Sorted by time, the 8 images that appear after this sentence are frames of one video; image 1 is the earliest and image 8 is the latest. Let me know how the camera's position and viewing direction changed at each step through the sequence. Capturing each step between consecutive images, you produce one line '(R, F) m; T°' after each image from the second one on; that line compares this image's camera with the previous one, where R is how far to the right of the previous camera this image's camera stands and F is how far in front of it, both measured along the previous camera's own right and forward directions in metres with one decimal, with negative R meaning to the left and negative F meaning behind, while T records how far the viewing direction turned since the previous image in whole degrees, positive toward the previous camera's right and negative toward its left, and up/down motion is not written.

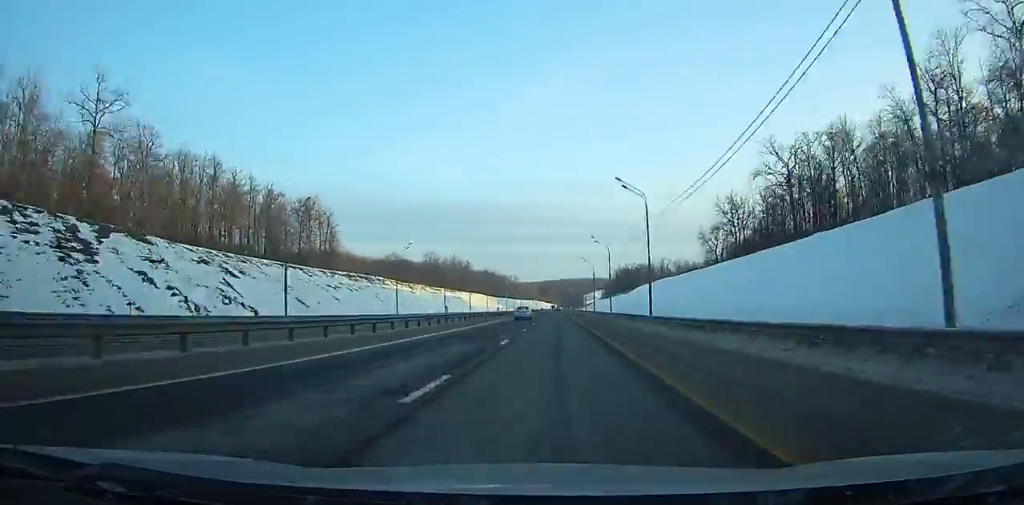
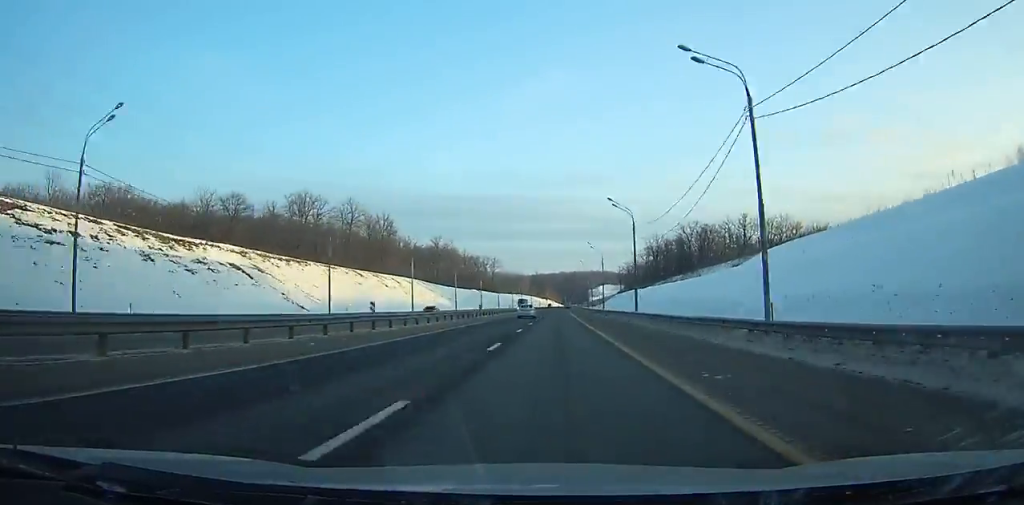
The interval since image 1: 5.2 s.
(-0.4, +170.6) m; 0°
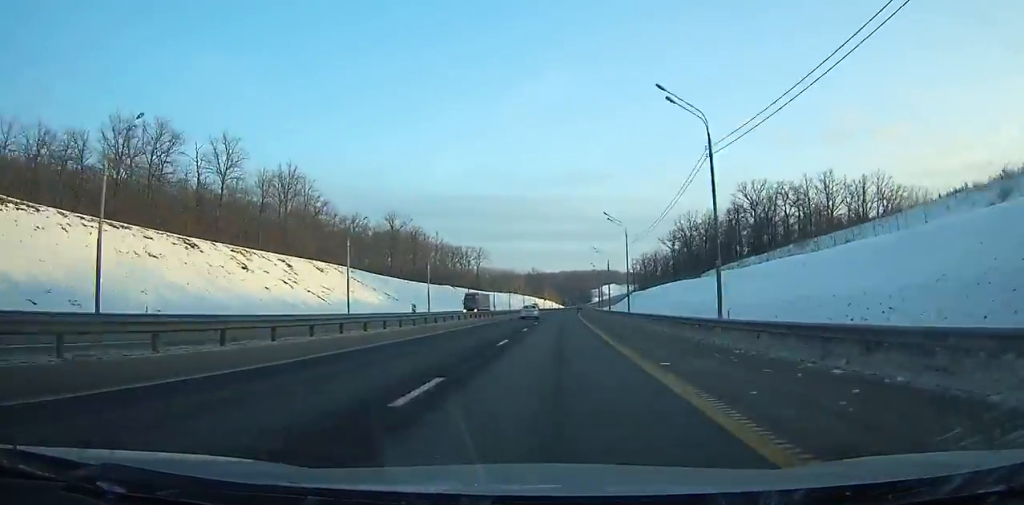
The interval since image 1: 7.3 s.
(+0.1, +69.6) m; +1°
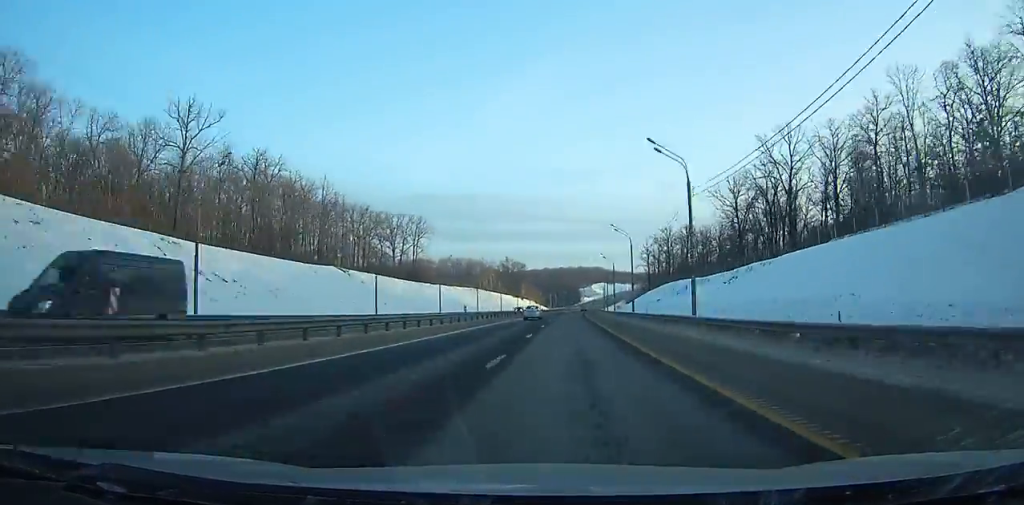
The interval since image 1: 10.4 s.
(+1.1, +103.8) m; +2°
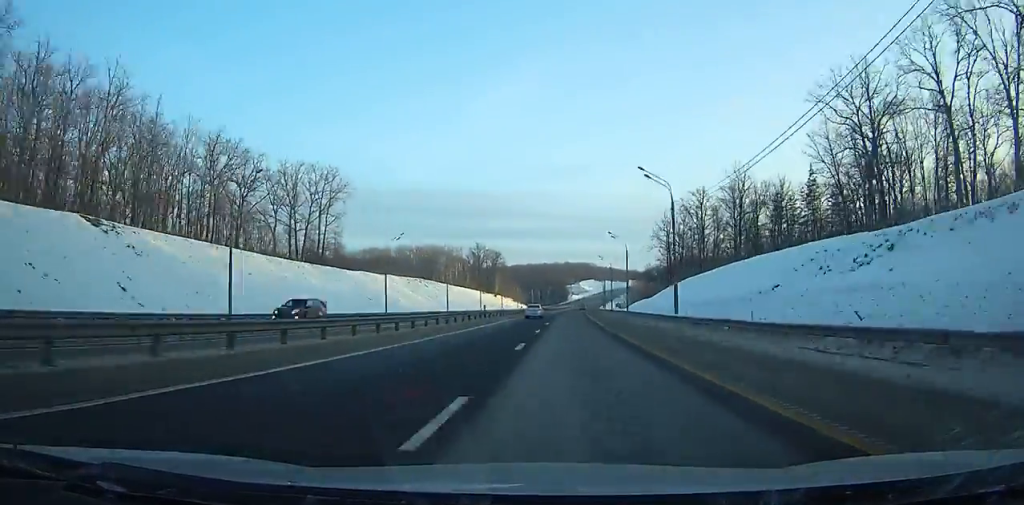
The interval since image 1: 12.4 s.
(+0.8, +67.7) m; +1°
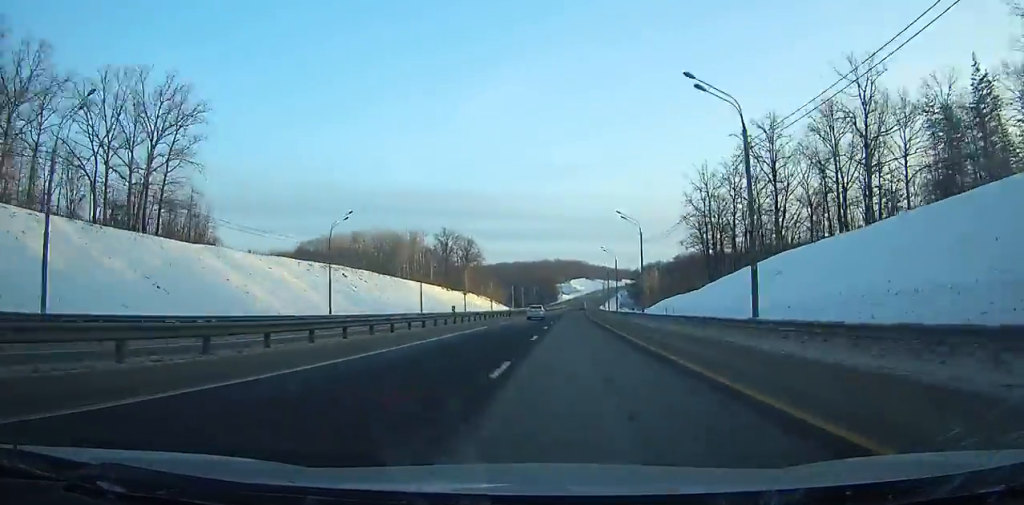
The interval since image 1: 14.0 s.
(+0.4, +54.7) m; +1°
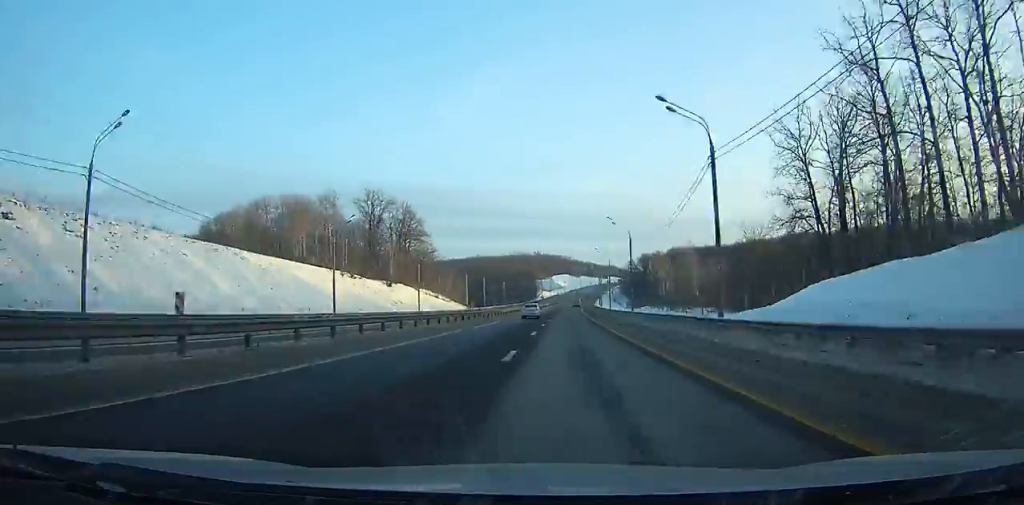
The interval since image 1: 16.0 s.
(+1.0, +68.9) m; +1°
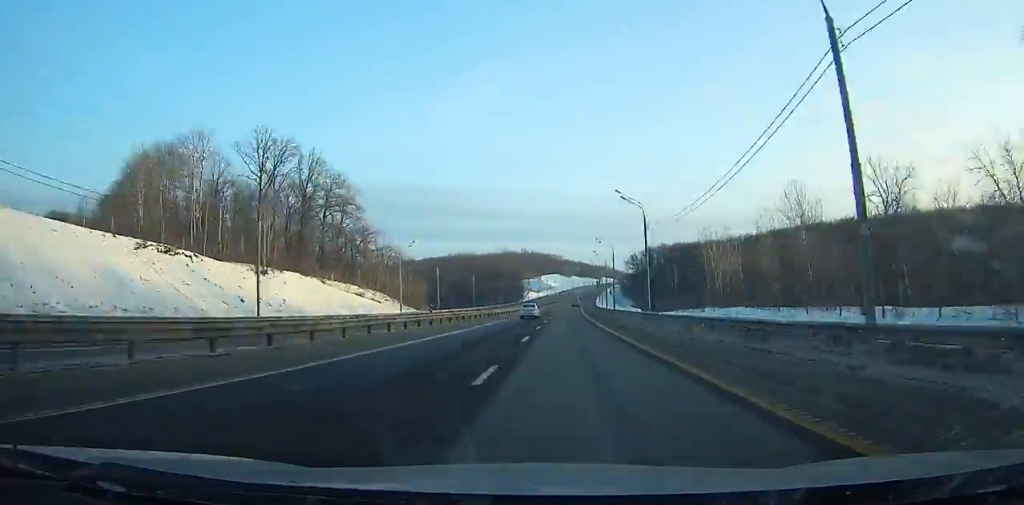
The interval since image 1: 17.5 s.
(+0.2, +51.8) m; +1°
